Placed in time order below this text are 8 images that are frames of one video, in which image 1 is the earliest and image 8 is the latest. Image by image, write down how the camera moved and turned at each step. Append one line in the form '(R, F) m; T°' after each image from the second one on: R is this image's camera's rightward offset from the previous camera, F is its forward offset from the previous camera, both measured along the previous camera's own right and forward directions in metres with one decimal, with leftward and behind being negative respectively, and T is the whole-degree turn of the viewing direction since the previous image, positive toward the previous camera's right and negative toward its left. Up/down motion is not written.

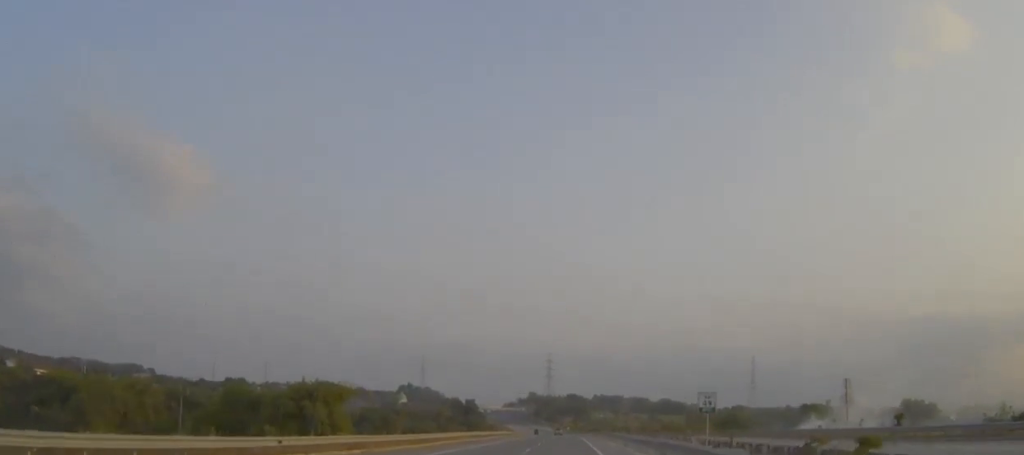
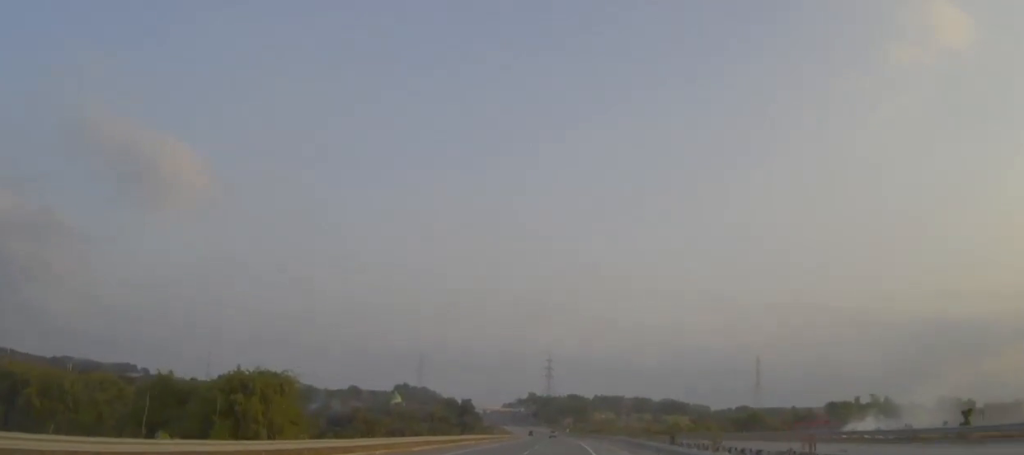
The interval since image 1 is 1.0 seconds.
(0.0, +24.1) m; 0°
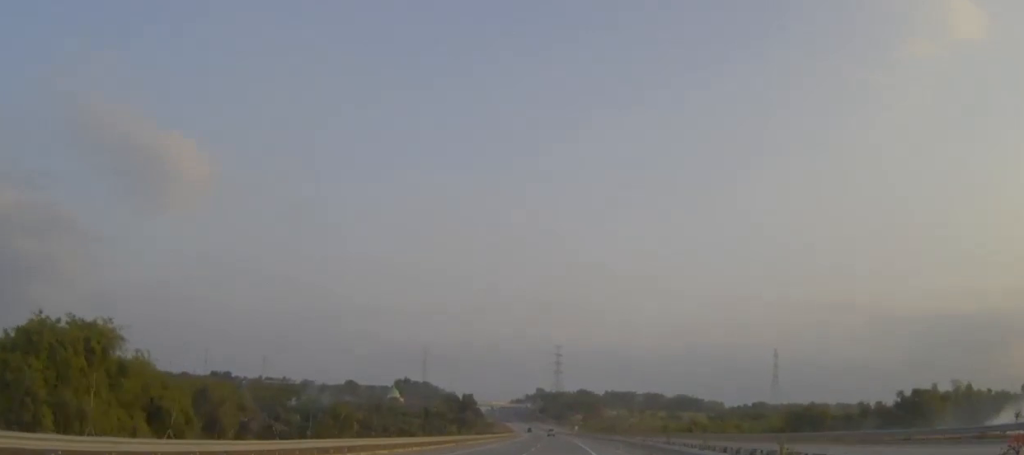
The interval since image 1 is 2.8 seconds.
(-0.3, +43.1) m; -1°
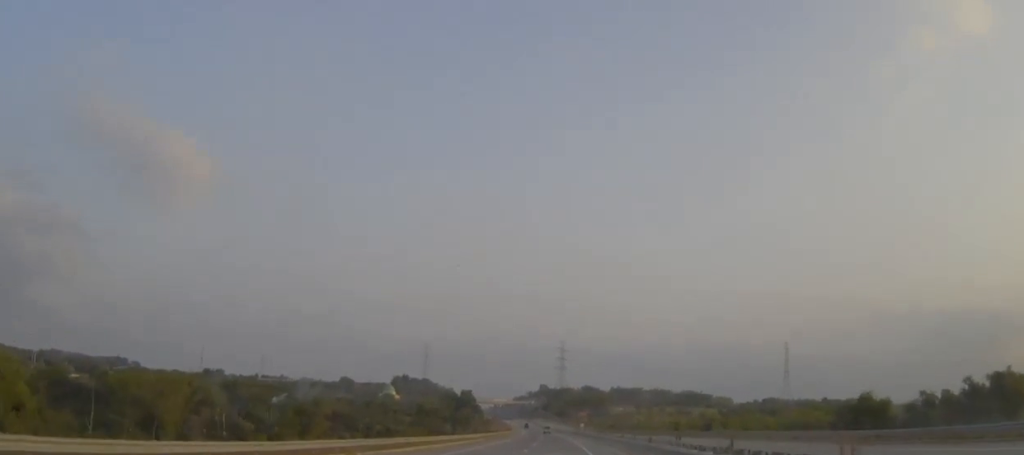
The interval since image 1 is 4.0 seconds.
(-0.1, +31.2) m; 0°
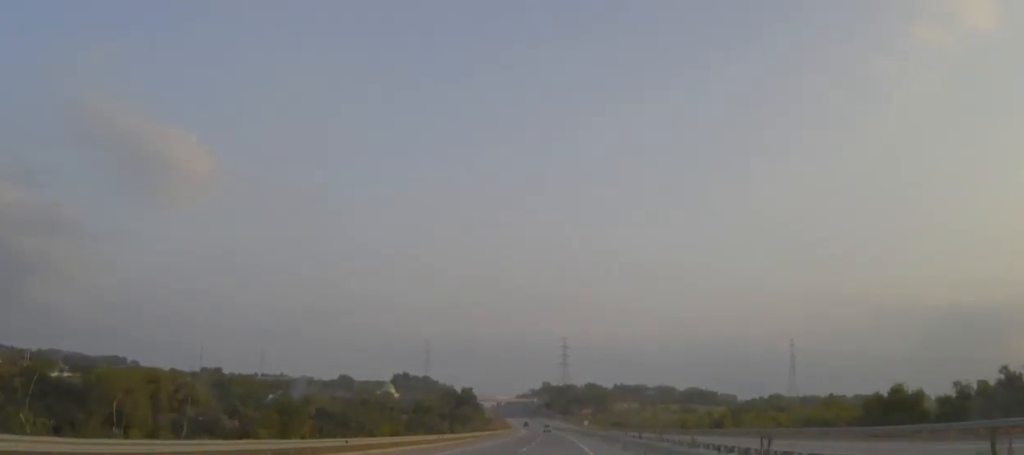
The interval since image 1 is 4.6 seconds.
(0.0, +13.2) m; 0°
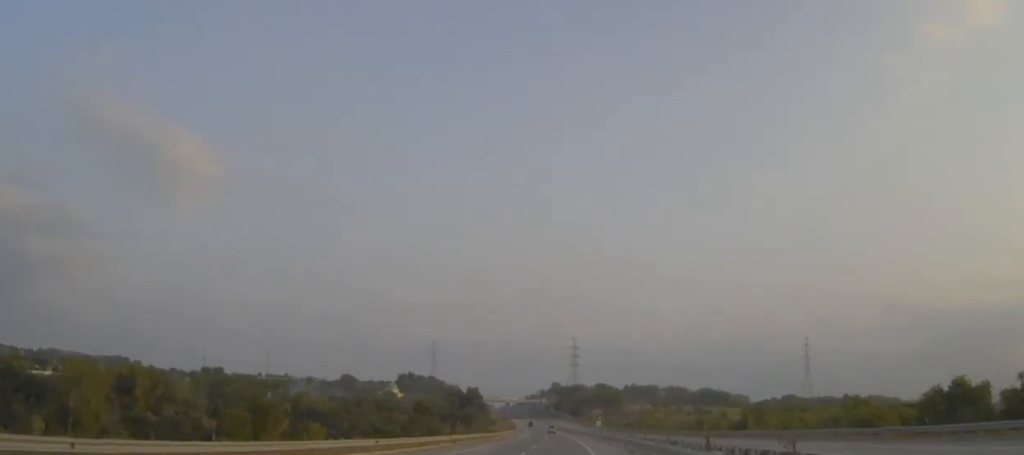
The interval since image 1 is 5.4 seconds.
(0.0, +19.8) m; 0°
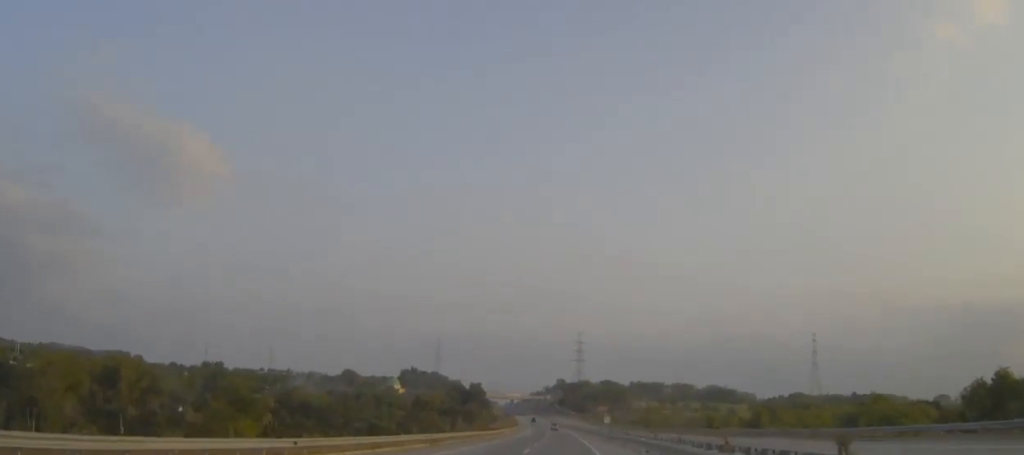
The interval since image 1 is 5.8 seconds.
(0.0, +11.6) m; 0°
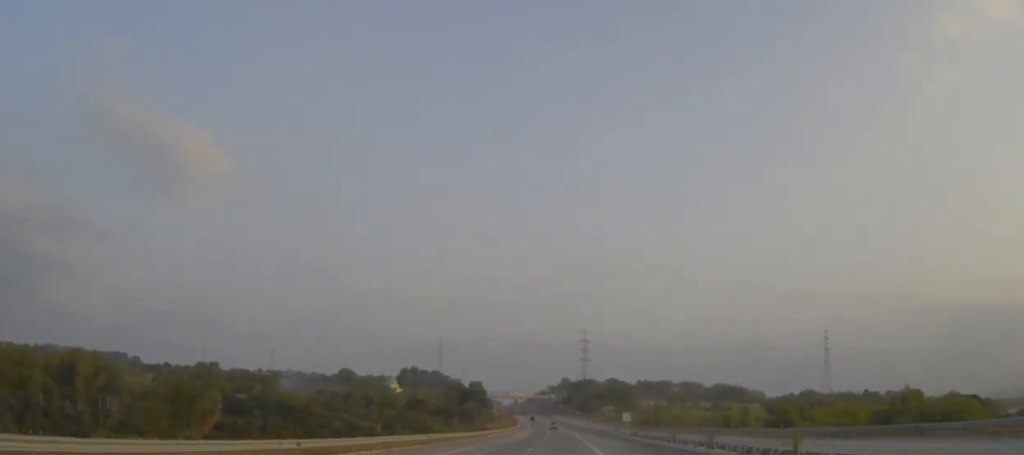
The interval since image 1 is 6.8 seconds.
(-0.2, +24.1) m; -1°
